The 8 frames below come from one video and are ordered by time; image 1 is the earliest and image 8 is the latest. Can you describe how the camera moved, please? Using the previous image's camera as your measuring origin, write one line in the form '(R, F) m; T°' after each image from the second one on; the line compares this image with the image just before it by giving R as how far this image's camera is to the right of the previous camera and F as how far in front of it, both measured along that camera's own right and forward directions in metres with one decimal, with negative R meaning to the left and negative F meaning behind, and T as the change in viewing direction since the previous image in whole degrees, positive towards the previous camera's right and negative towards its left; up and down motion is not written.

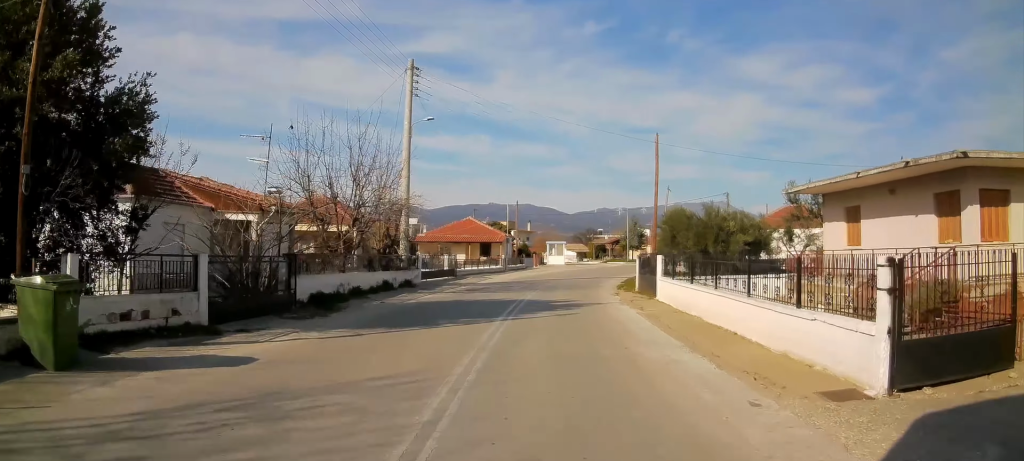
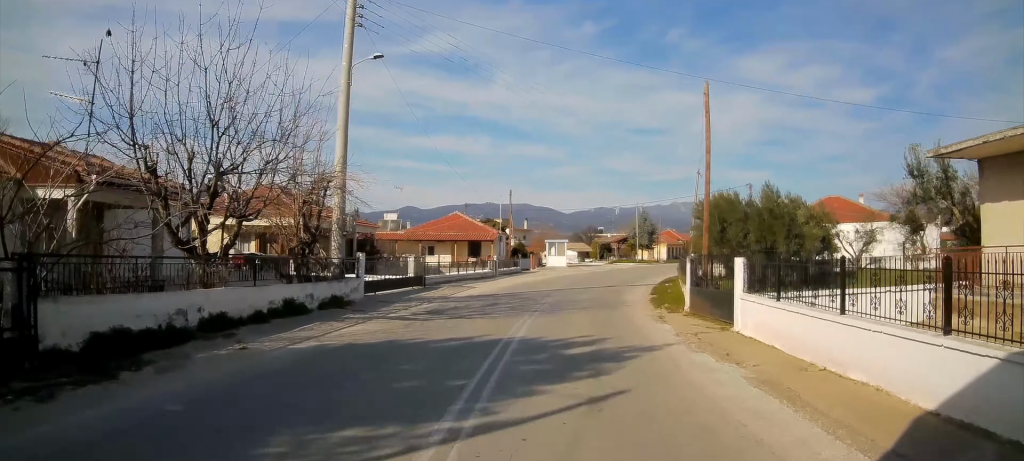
(-0.1, +8.8) m; 0°
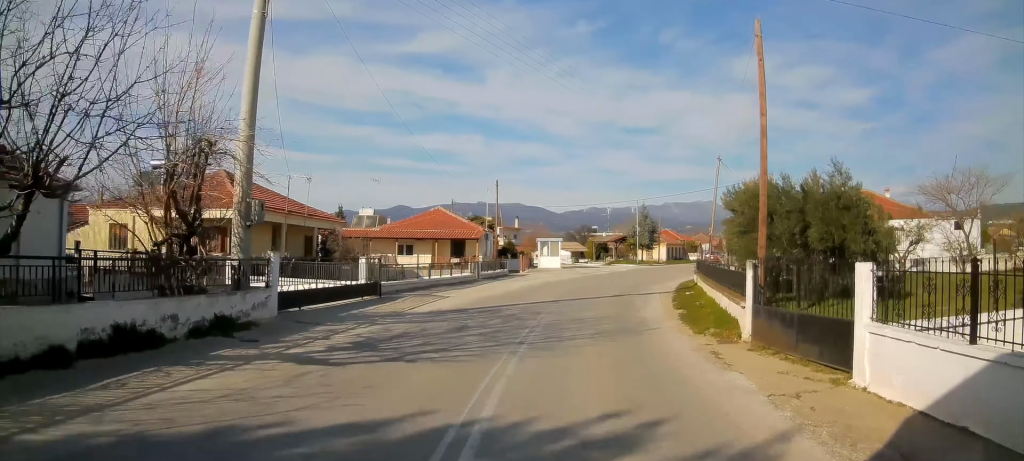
(-0.1, +5.6) m; +1°
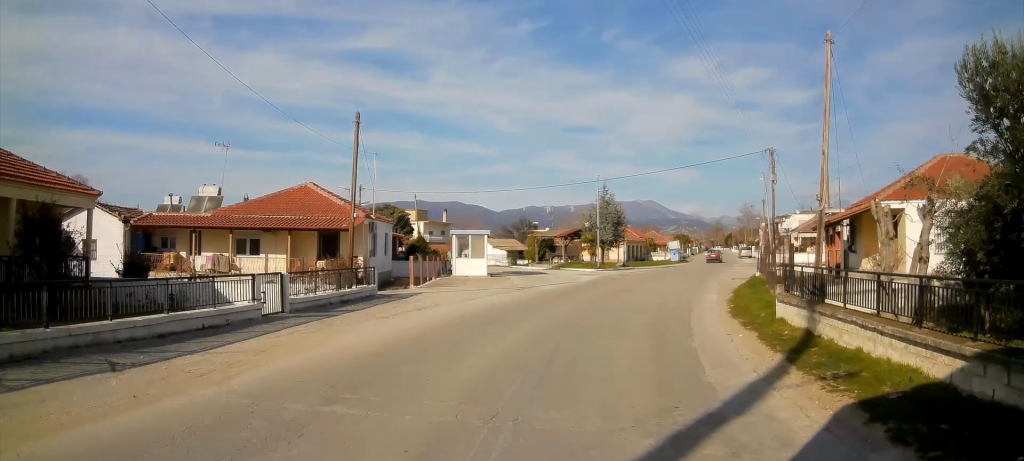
(+0.6, +17.1) m; +4°
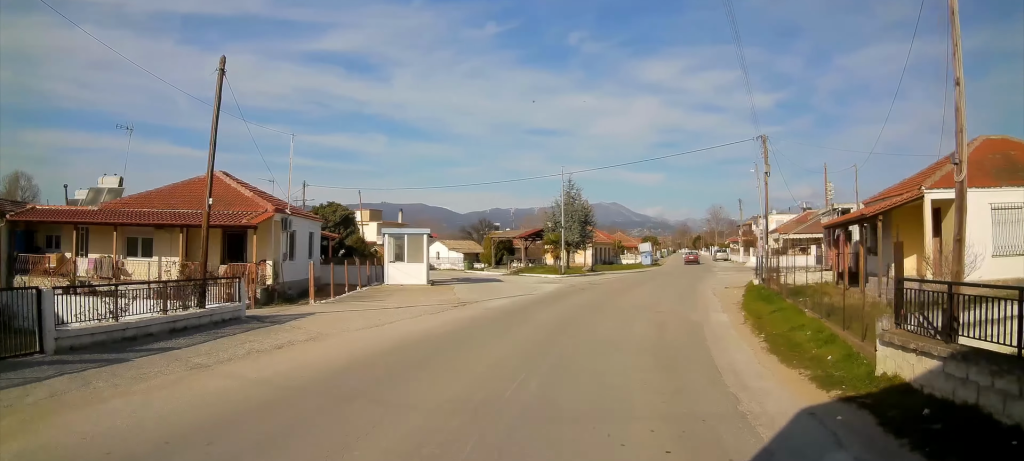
(-0.1, +6.0) m; +2°
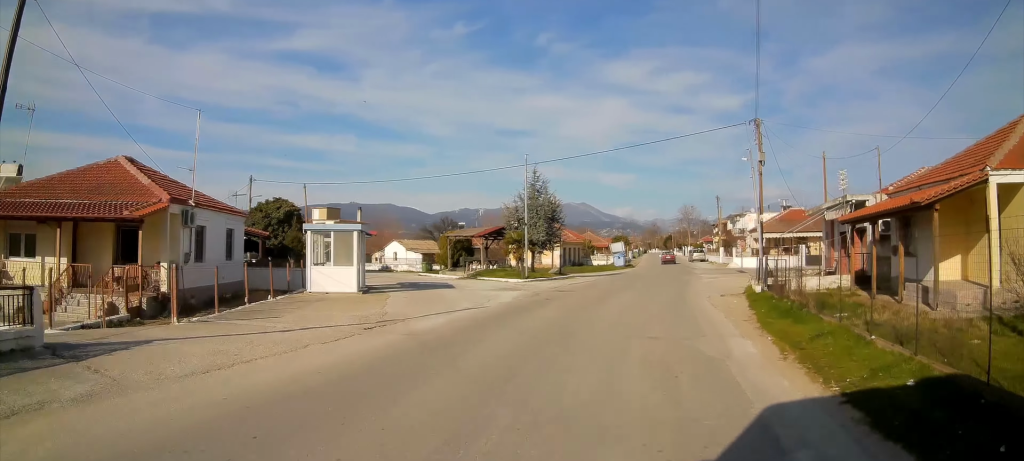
(+0.2, +4.9) m; +3°
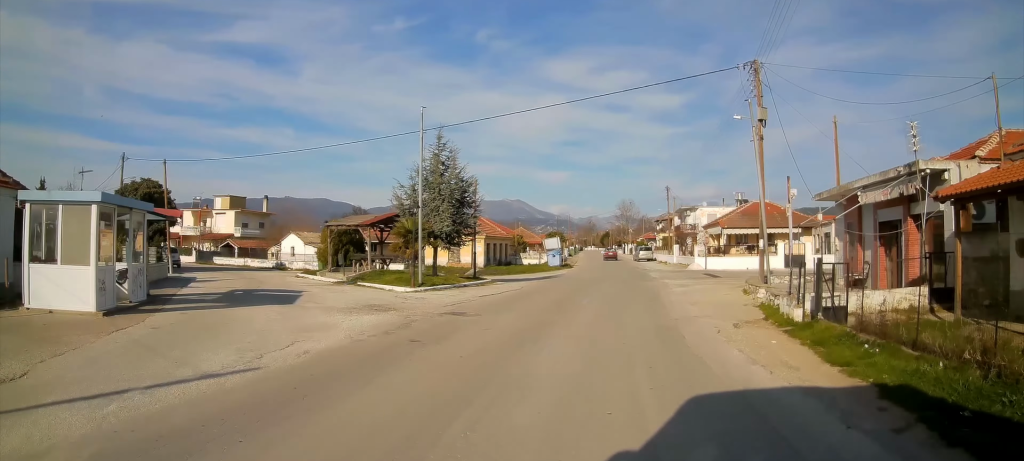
(+0.5, +10.2) m; +6°
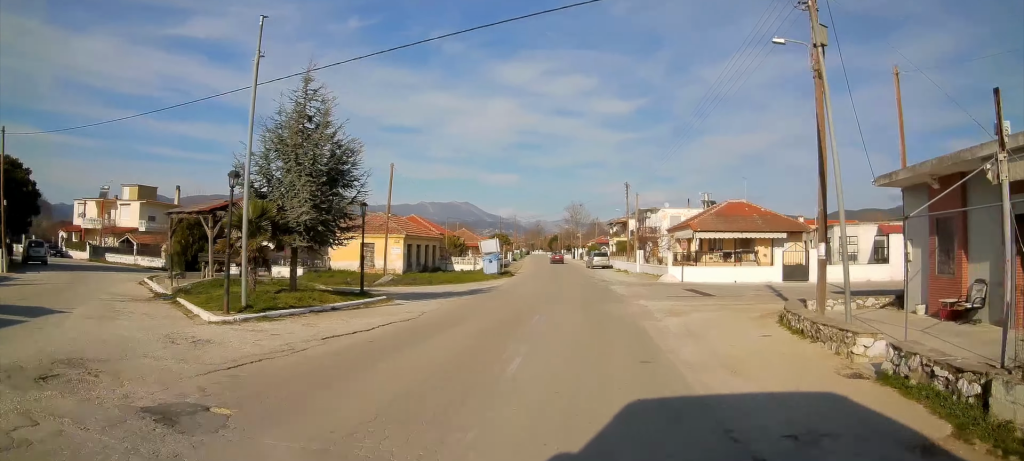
(+0.4, +9.4) m; +5°
